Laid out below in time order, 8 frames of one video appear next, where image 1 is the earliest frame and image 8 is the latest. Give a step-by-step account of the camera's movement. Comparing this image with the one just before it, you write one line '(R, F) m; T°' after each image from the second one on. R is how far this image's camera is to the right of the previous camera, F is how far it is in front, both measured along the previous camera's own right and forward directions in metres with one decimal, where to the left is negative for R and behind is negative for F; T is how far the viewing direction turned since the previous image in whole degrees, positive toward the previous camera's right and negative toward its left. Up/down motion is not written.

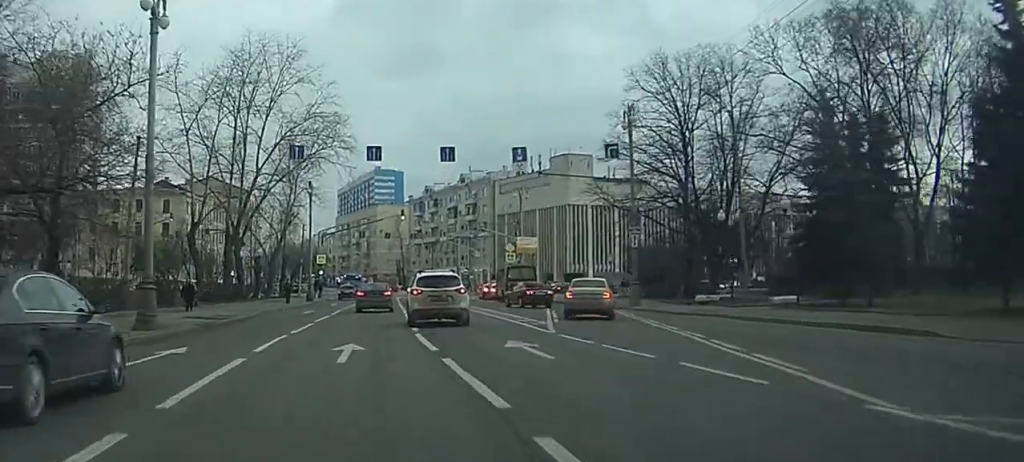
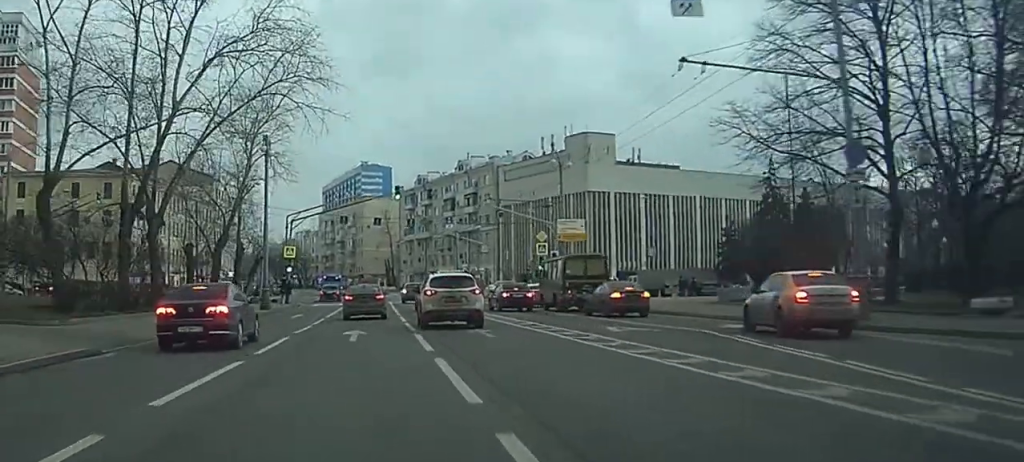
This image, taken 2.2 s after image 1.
(+0.3, +24.2) m; +2°
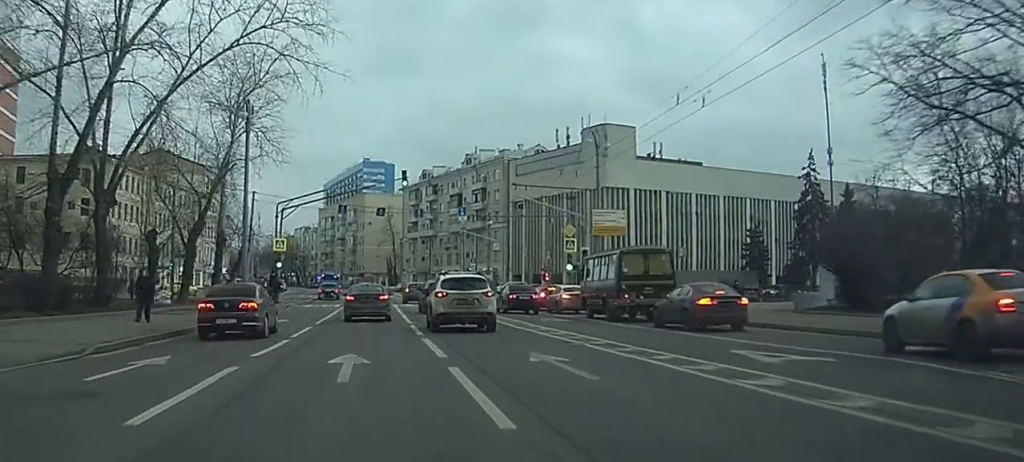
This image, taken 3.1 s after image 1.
(+0.1, +9.6) m; 0°
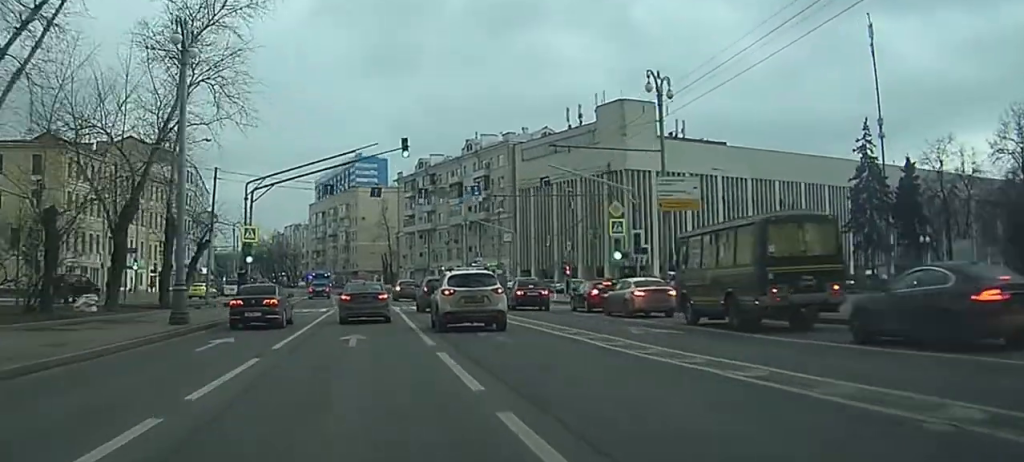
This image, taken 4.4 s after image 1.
(0.0, +13.7) m; 0°
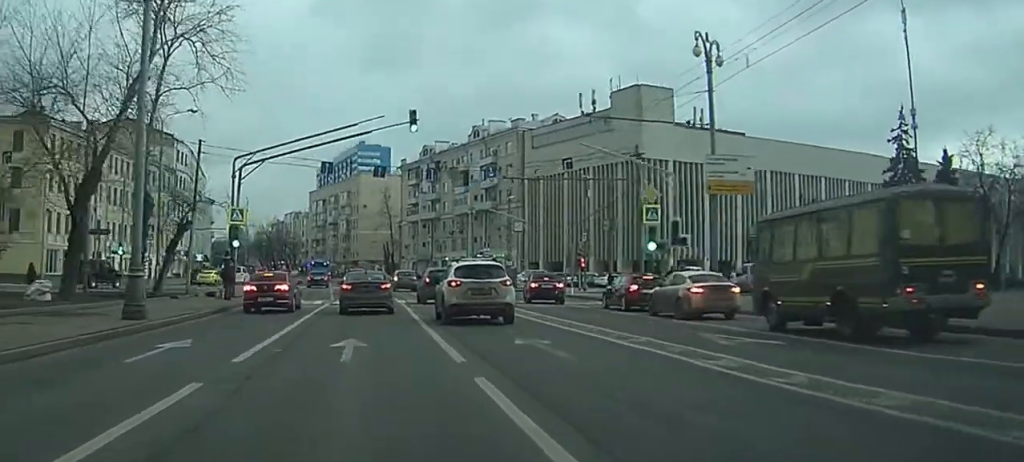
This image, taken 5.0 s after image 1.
(0.0, +5.9) m; 0°
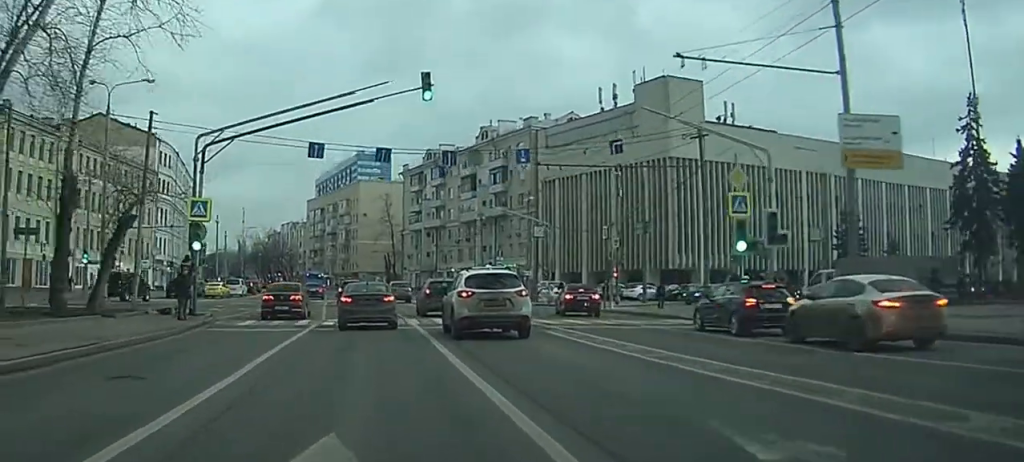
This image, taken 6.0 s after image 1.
(0.0, +10.5) m; 0°
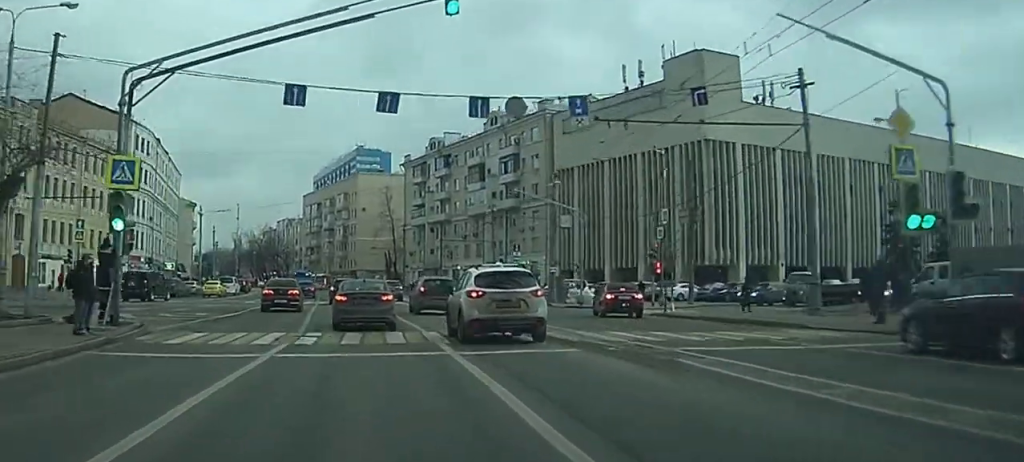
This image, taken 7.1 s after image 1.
(0.0, +10.8) m; -1°
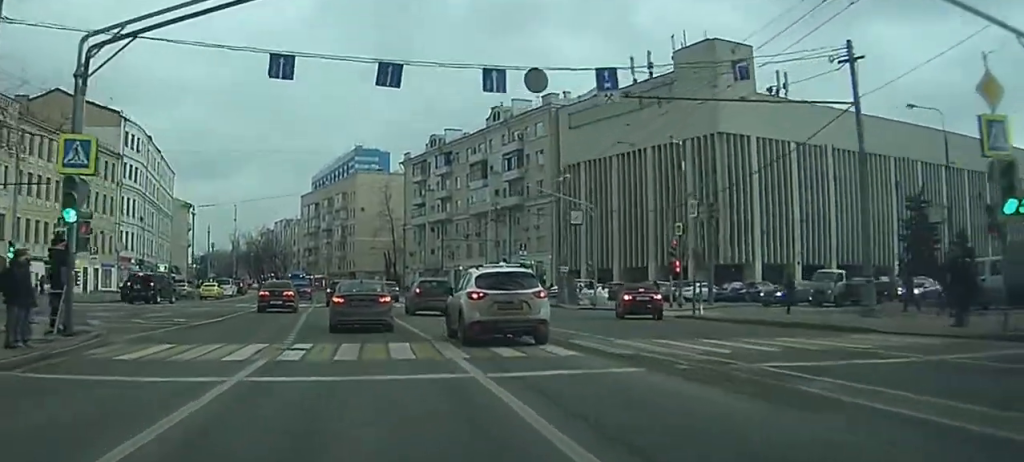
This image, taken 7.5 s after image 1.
(0.0, +3.8) m; 0°
